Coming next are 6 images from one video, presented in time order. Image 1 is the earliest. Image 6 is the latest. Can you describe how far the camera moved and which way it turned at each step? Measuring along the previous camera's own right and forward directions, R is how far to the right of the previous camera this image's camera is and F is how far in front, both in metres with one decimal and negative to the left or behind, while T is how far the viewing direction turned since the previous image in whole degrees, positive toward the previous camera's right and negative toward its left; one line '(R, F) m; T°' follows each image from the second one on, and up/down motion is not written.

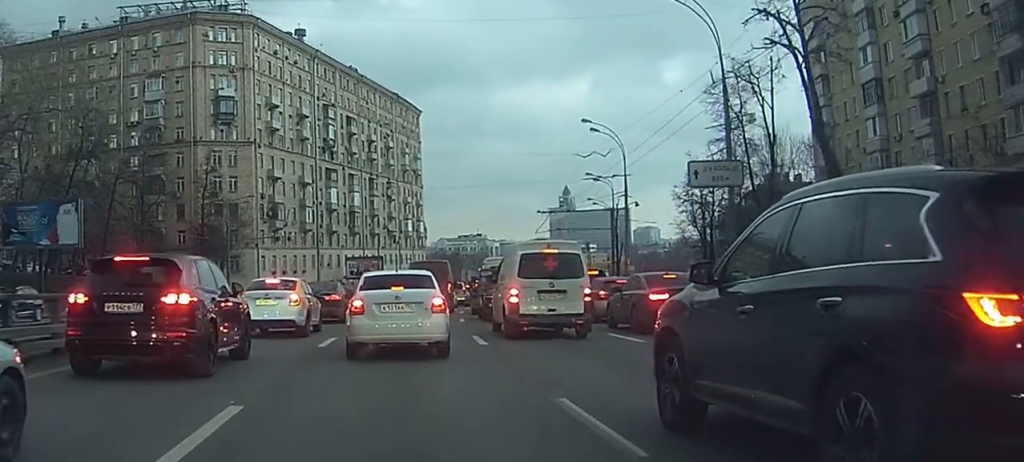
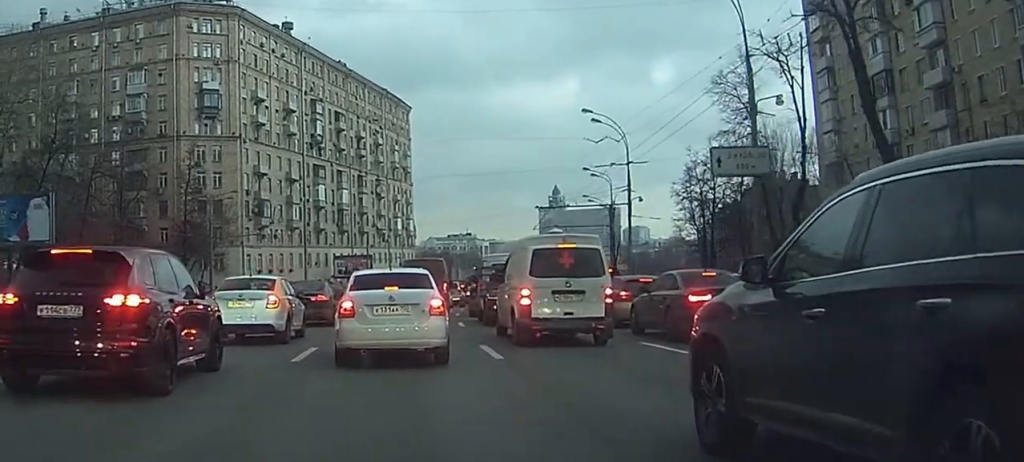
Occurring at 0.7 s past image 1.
(0.0, +3.3) m; +1°
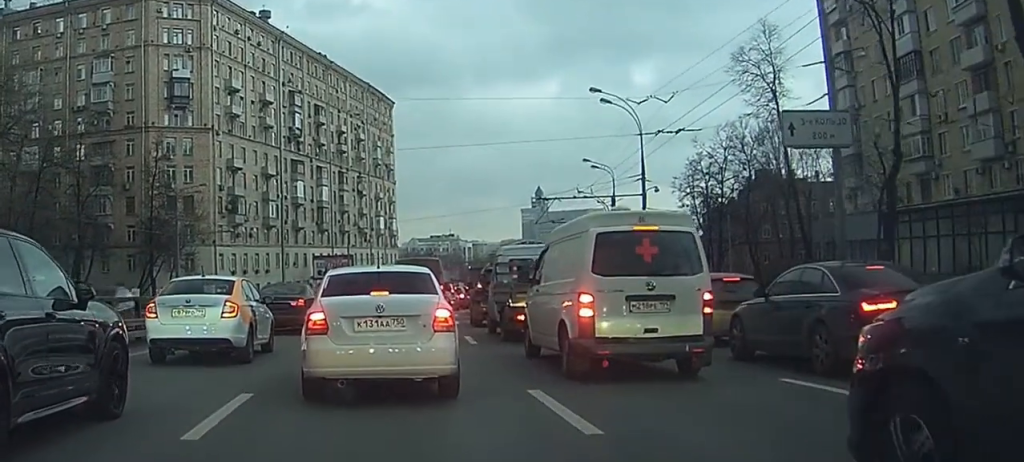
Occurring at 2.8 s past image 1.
(+0.2, +7.6) m; +3°
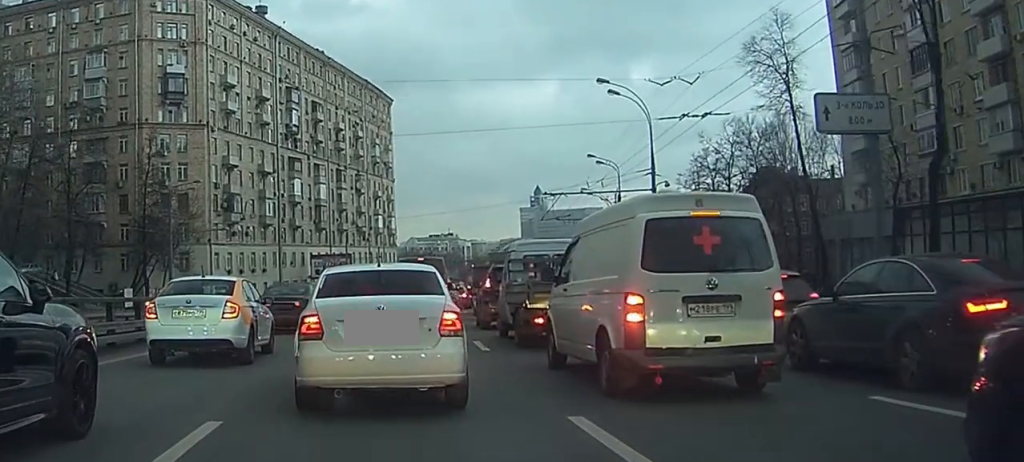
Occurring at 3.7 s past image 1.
(0.0, +2.7) m; -1°
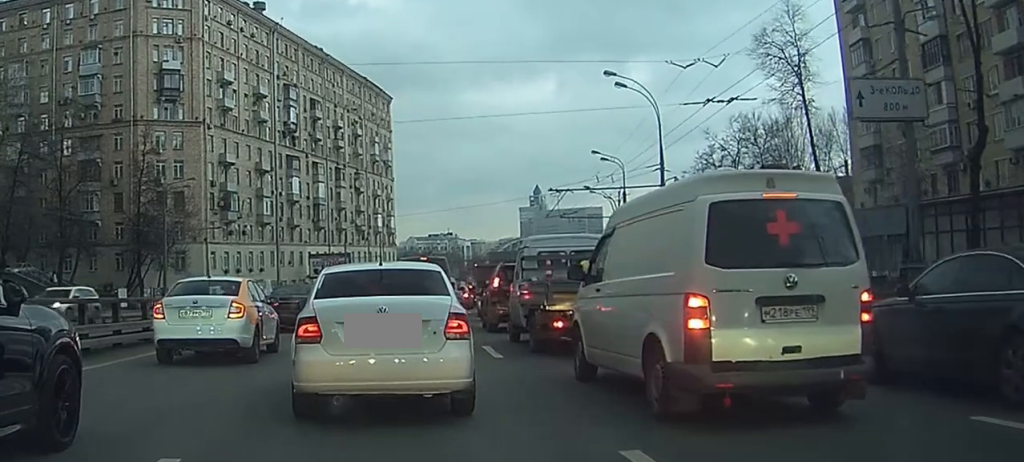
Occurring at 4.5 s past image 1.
(-0.1, +2.2) m; -1°
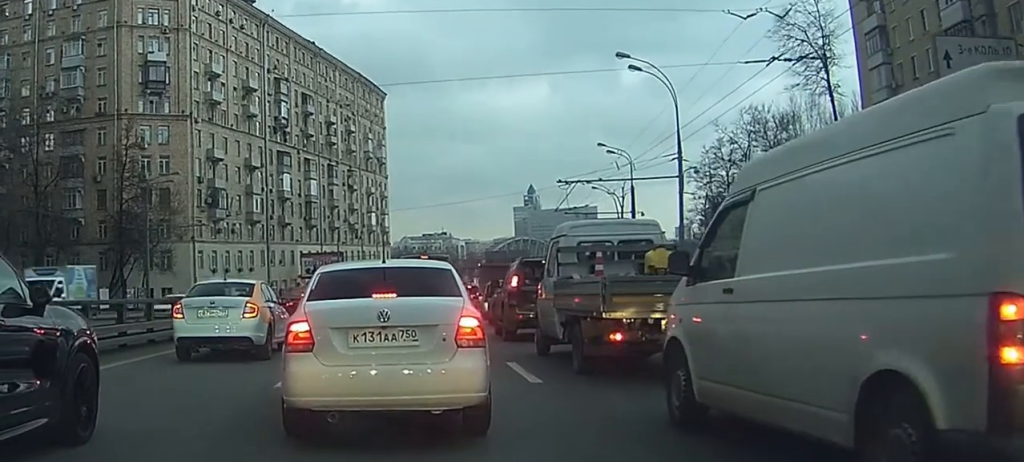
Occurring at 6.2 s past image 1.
(+0.1, +4.2) m; +1°
